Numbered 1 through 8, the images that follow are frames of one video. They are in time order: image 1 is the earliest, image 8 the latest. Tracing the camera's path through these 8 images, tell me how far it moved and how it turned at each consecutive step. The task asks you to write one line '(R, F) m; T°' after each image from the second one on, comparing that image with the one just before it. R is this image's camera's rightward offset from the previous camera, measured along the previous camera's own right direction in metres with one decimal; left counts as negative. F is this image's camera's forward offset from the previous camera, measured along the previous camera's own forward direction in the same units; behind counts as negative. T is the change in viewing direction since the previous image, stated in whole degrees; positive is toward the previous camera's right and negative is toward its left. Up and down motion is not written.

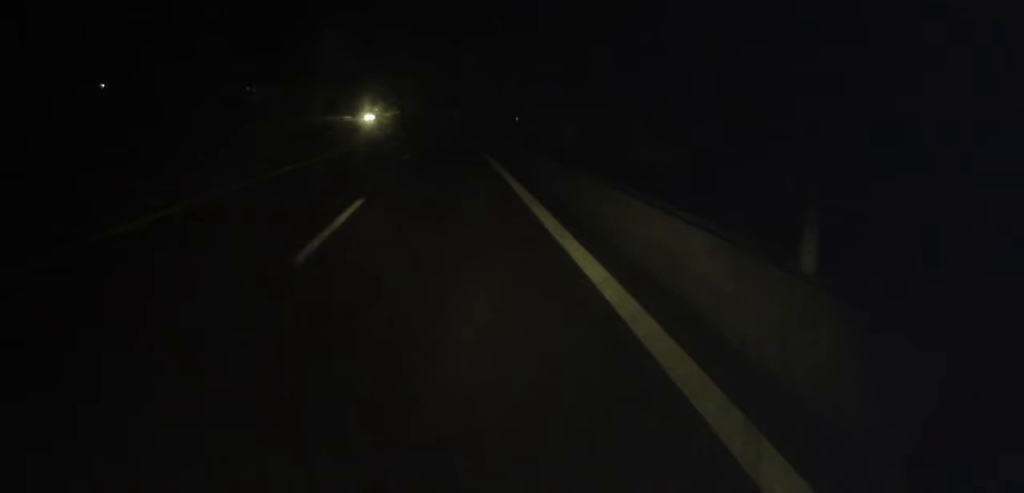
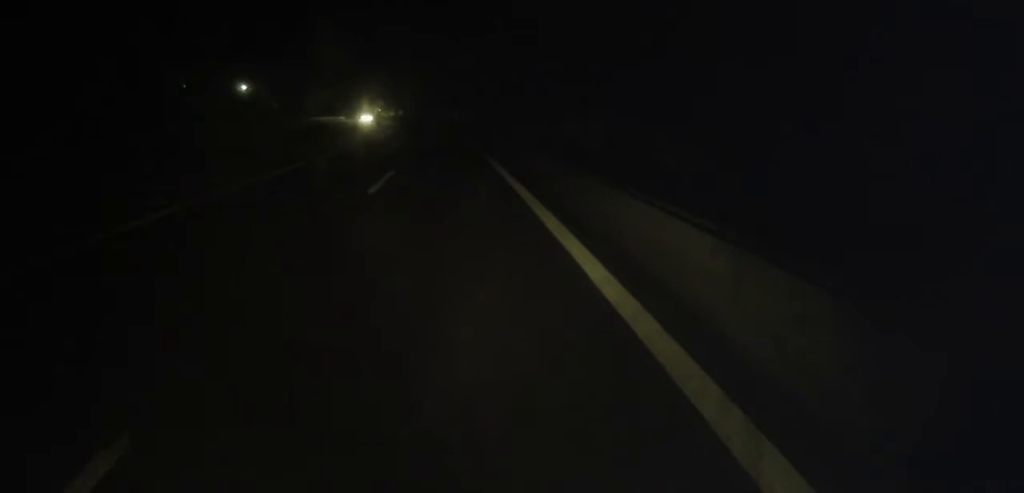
(+0.1, +10.7) m; +1°
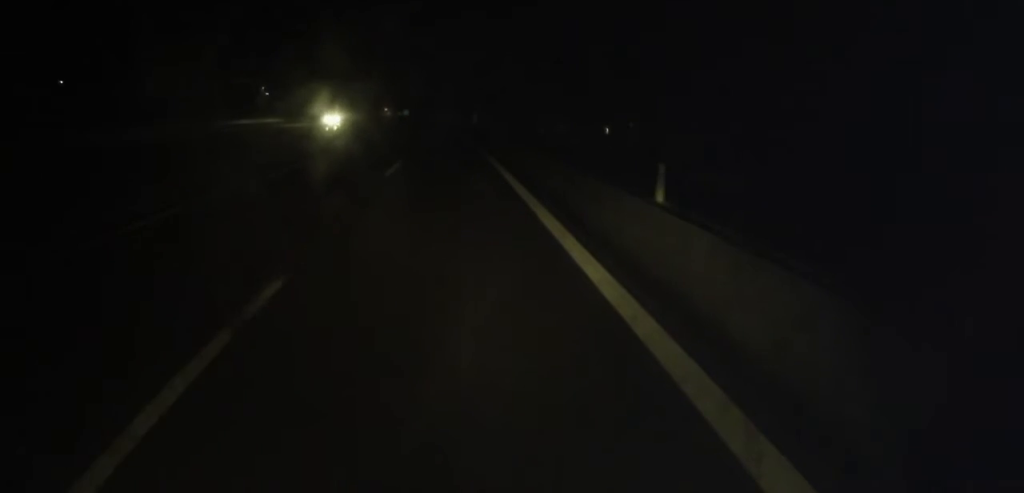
(-0.3, +32.1) m; -2°
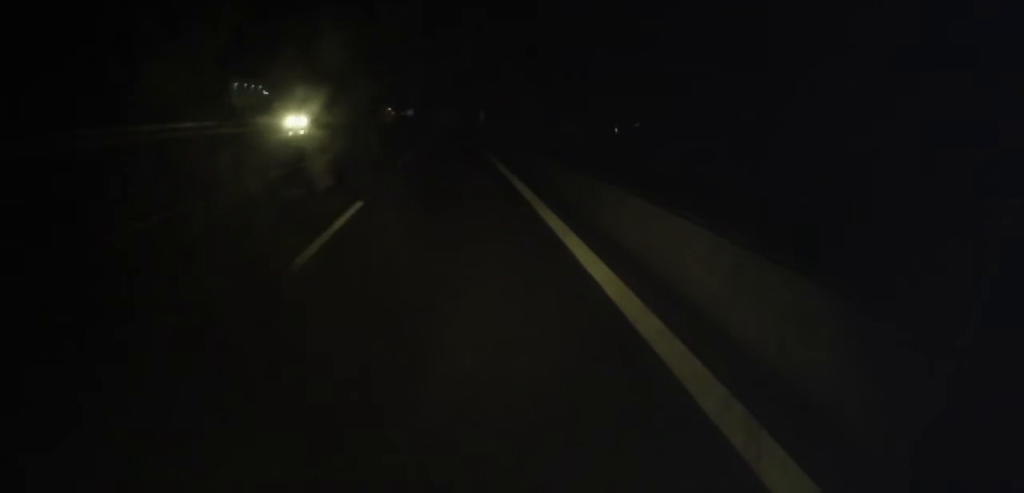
(-0.2, +11.5) m; -1°
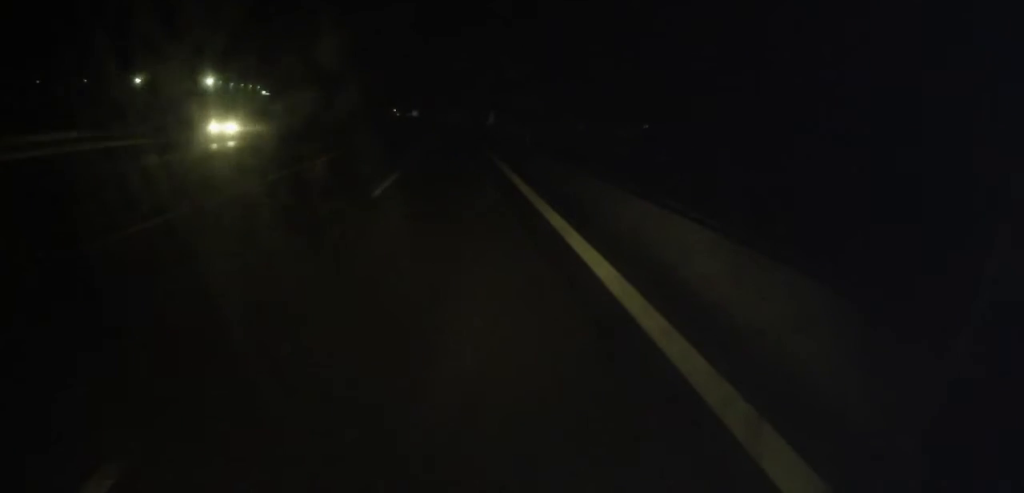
(0.0, +10.6) m; 0°
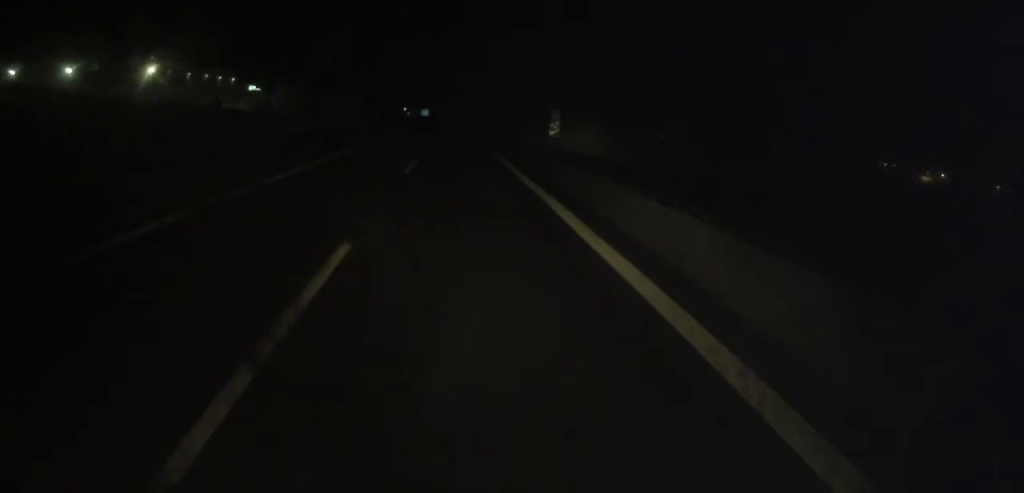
(+0.6, +47.4) m; 0°
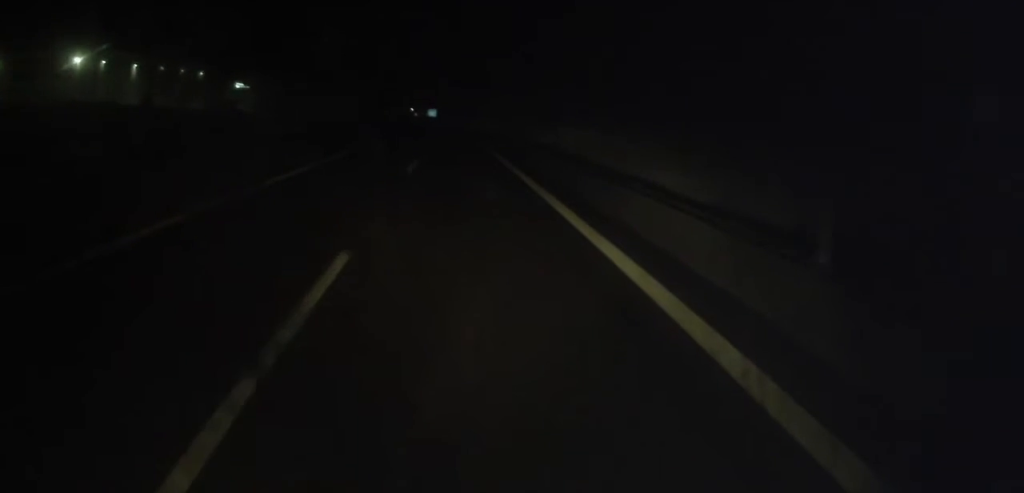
(-1.2, +36.2) m; -3°
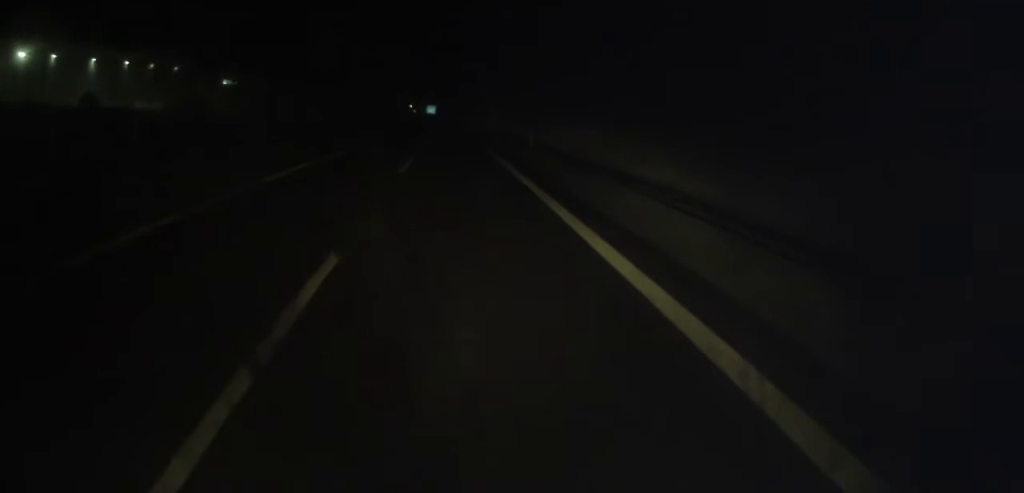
(0.0, +18.2) m; 0°
